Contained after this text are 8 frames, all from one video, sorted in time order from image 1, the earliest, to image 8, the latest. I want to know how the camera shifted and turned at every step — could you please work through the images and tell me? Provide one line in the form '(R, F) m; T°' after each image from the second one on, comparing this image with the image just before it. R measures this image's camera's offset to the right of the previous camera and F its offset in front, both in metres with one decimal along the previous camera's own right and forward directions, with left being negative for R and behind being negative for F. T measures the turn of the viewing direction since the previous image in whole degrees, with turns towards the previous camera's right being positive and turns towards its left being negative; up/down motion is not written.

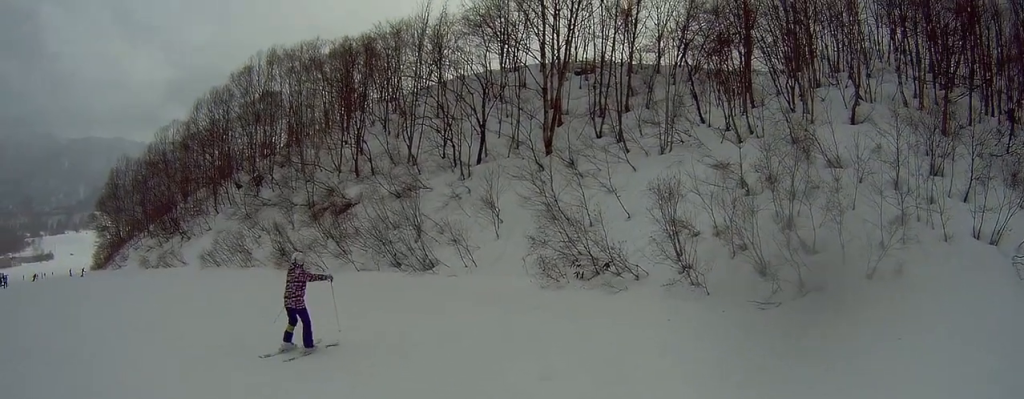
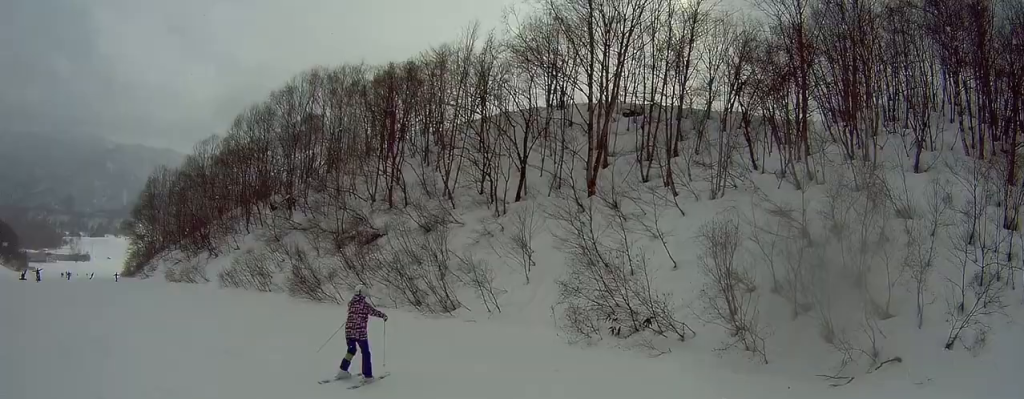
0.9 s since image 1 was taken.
(+0.5, +2.7) m; +4°
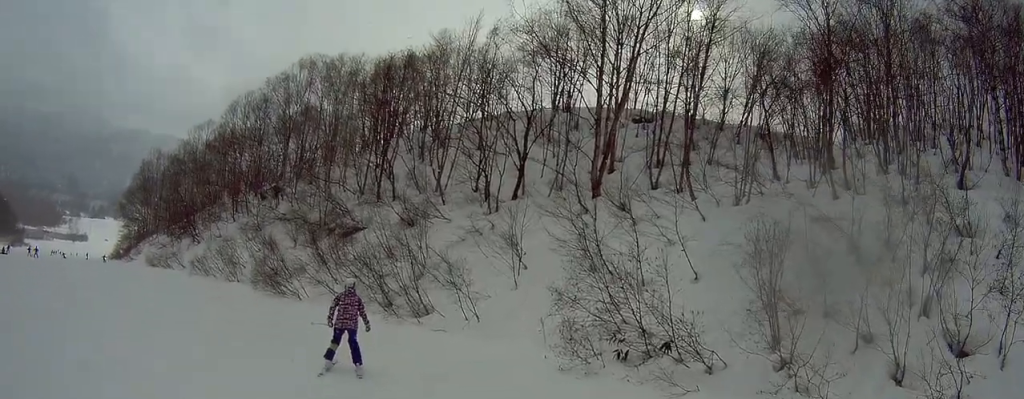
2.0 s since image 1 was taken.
(-0.4, +3.9) m; -11°
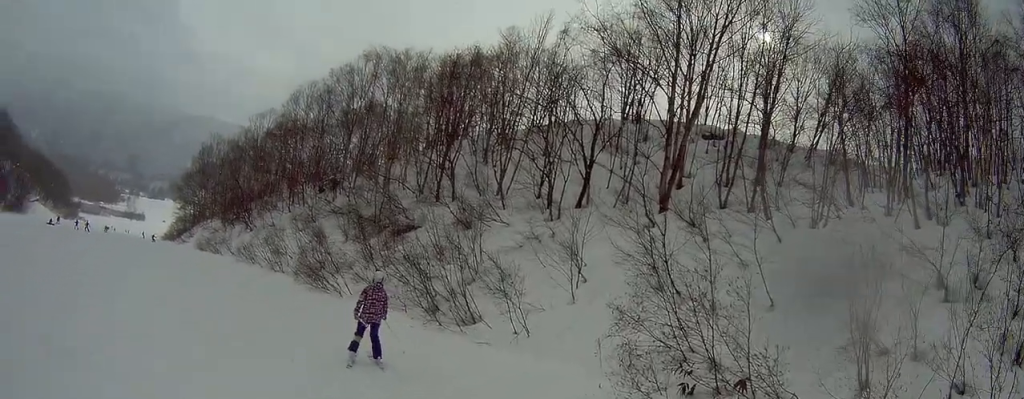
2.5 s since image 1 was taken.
(-0.1, +2.0) m; -4°
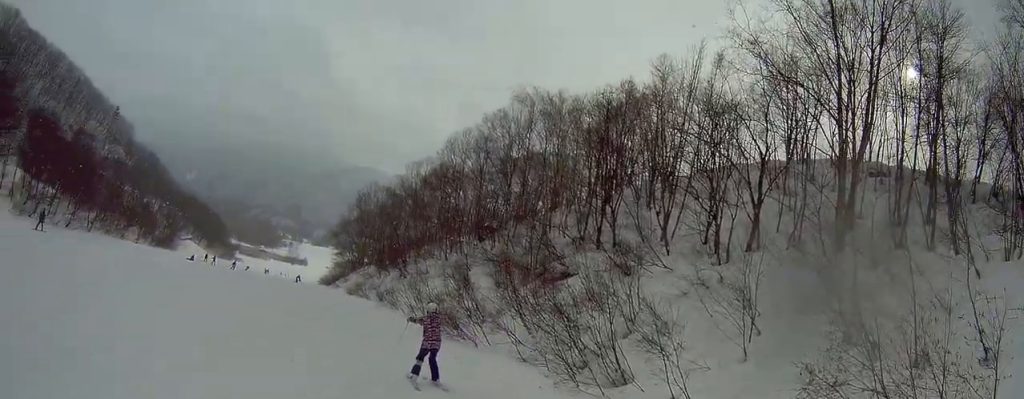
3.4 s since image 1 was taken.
(0.0, +4.1) m; -1°
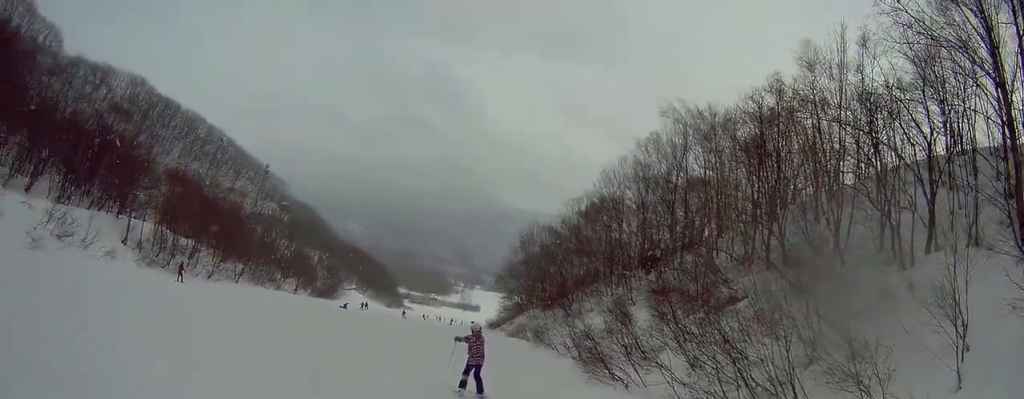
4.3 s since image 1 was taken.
(+0.1, +4.2) m; -11°
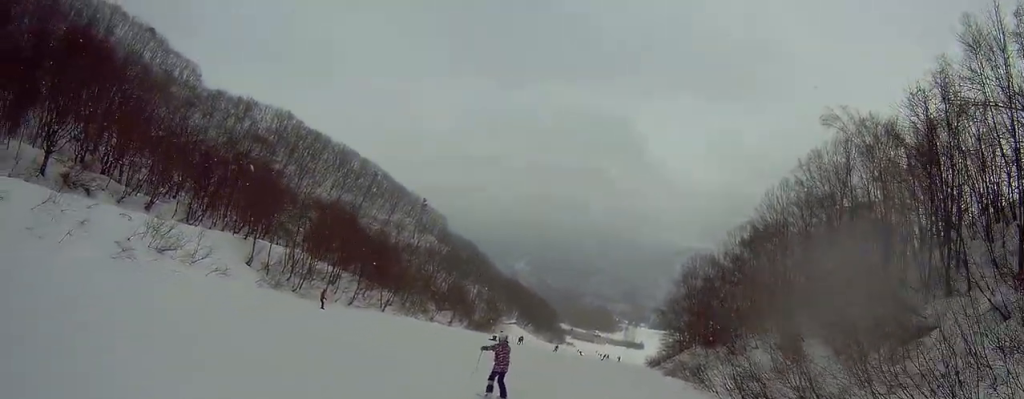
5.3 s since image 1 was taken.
(-1.1, +3.8) m; -31°
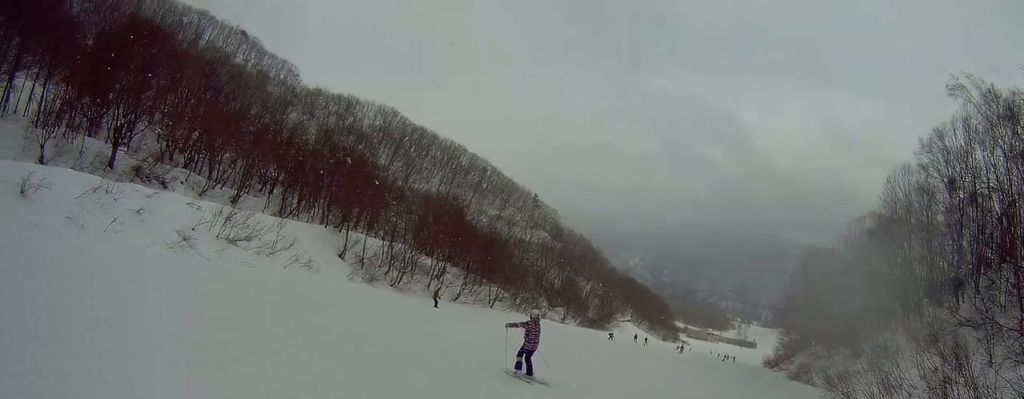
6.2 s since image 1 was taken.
(-0.6, +3.8) m; -27°
